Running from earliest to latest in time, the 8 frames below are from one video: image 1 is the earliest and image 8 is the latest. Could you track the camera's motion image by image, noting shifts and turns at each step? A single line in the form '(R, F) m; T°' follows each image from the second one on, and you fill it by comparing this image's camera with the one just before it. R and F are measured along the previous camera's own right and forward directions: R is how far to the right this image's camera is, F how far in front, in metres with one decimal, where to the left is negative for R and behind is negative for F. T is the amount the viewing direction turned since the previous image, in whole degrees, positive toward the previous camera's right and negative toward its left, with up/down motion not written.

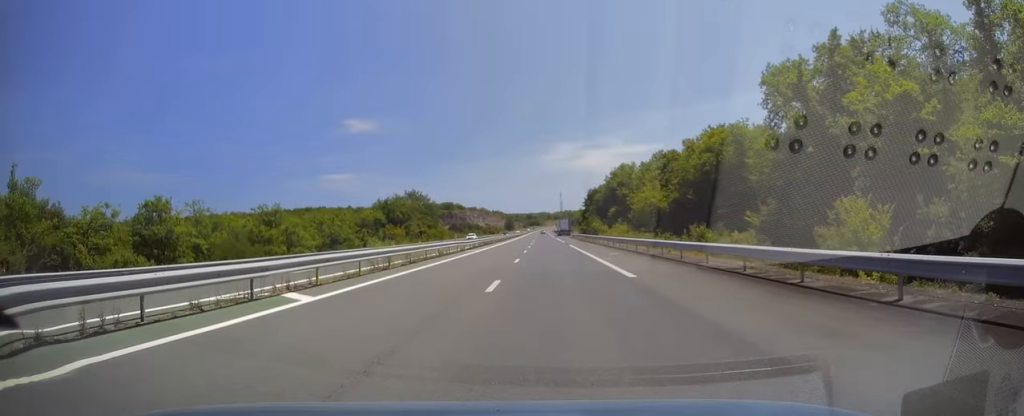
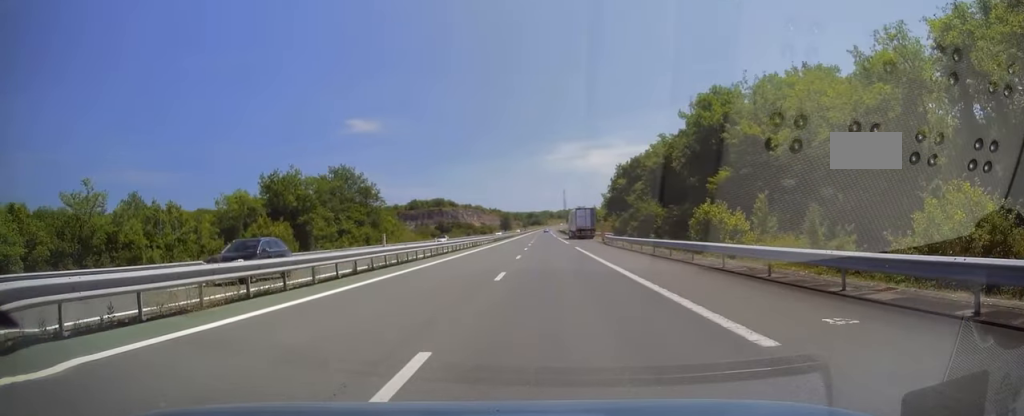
(-0.1, +62.0) m; -1°
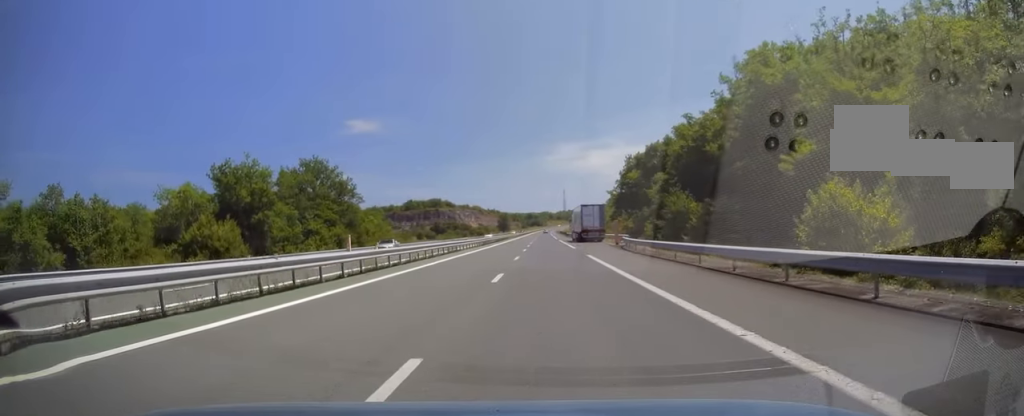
(-0.1, +13.3) m; 0°
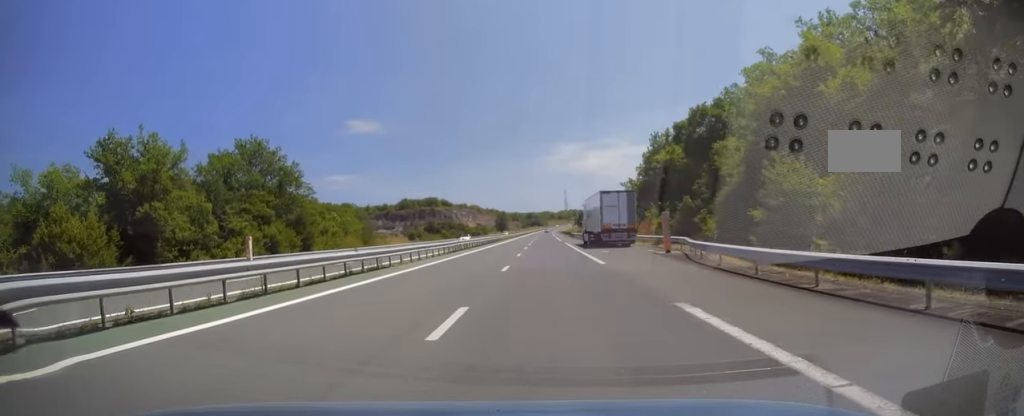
(0.0, +21.6) m; +1°
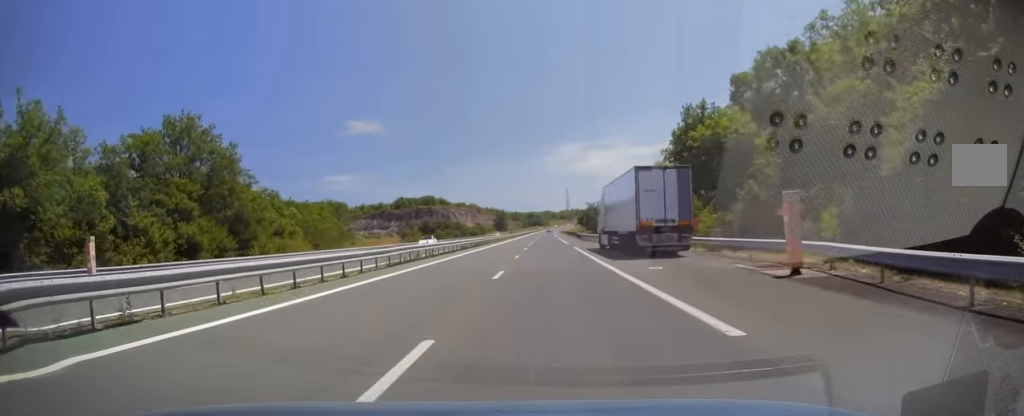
(+0.1, +16.2) m; 0°
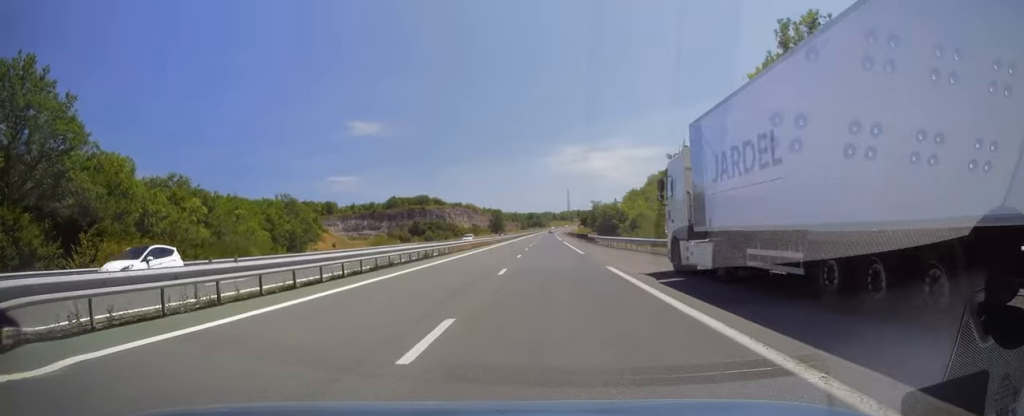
(+0.2, +24.1) m; 0°
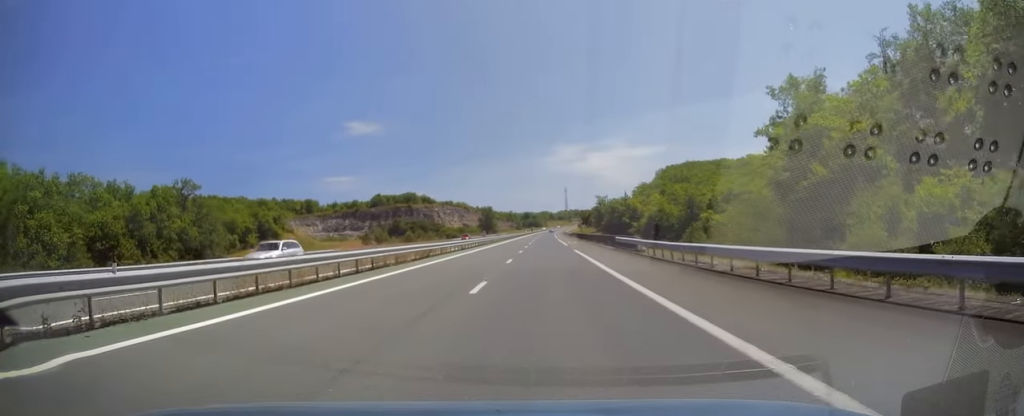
(-0.4, +32.0) m; -1°
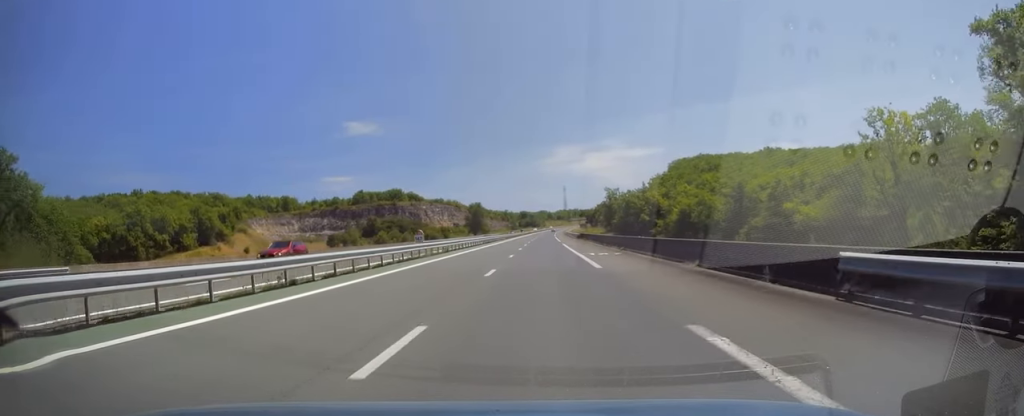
(0.0, +33.9) m; 0°
